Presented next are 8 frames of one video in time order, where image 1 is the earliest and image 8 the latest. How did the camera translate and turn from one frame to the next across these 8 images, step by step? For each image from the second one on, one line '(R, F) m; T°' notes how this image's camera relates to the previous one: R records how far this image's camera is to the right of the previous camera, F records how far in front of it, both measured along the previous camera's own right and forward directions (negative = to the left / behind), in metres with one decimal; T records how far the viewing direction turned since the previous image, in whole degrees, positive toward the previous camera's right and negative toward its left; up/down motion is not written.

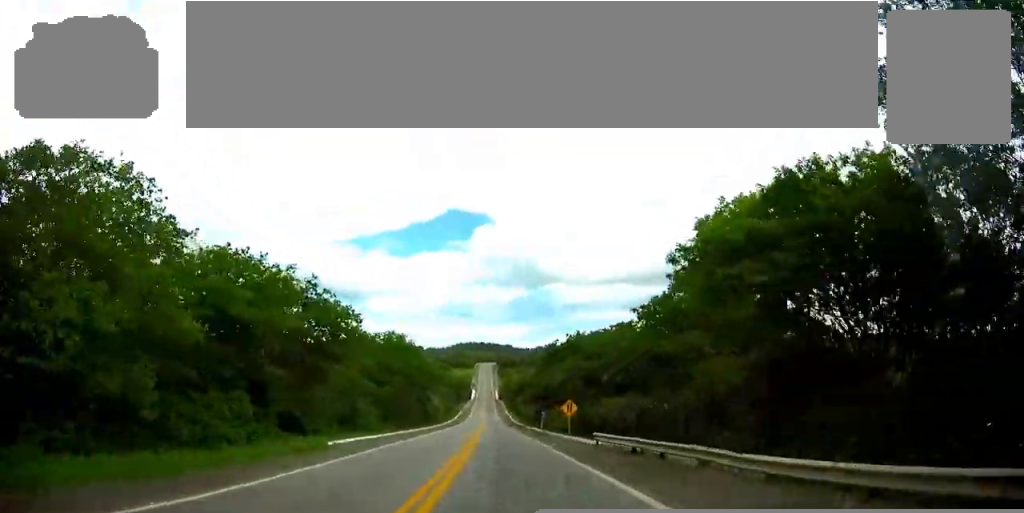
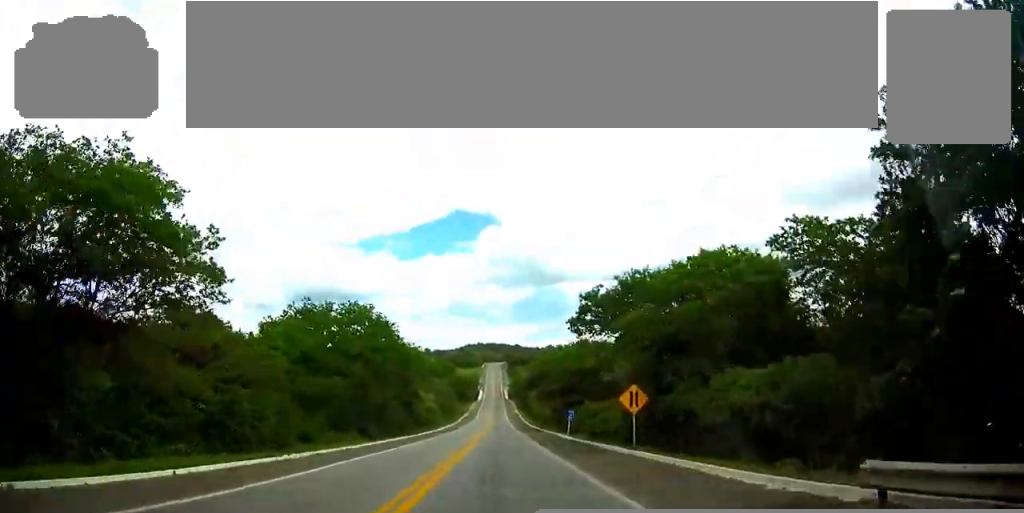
(-0.2, +23.5) m; -1°
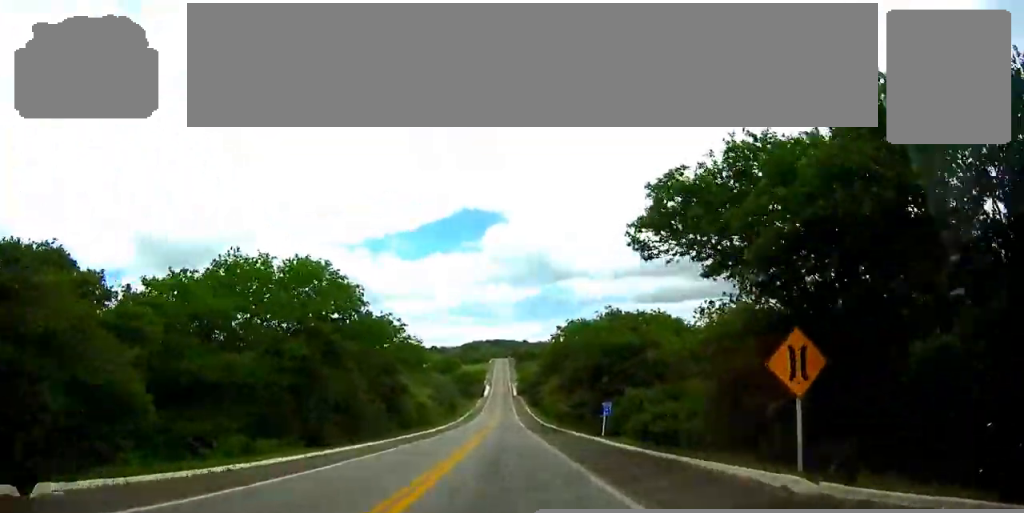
(0.0, +16.1) m; -1°
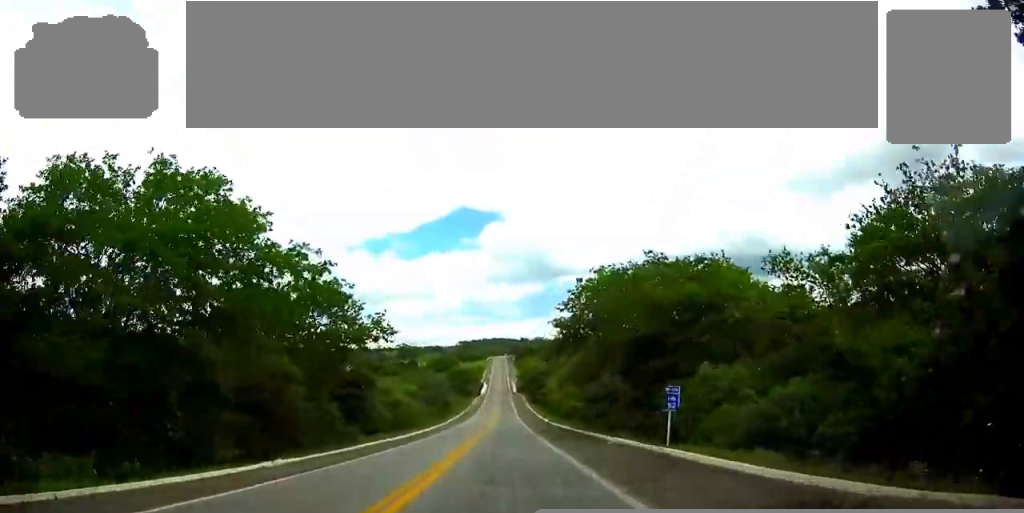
(-0.3, +16.3) m; -1°
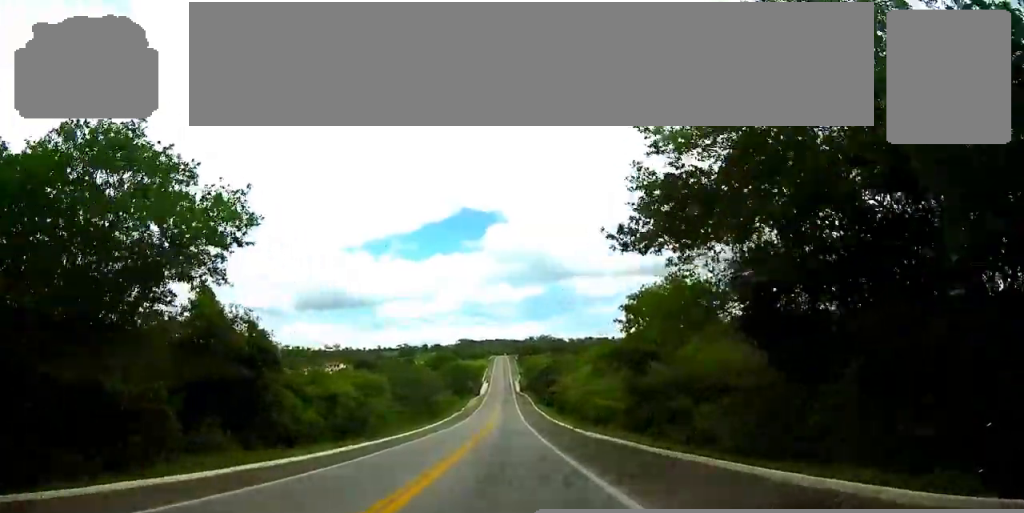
(-0.2, +23.1) m; 0°
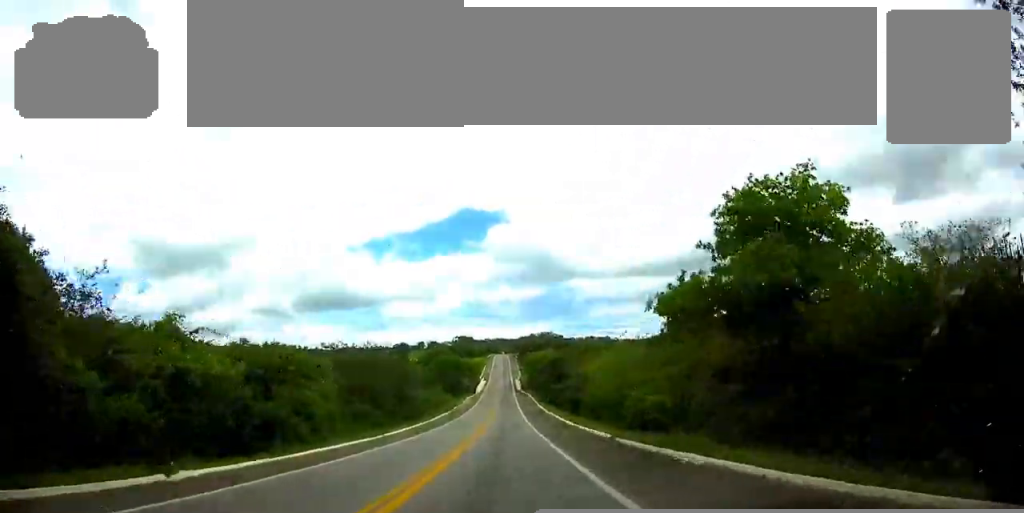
(0.0, +18.4) m; 0°
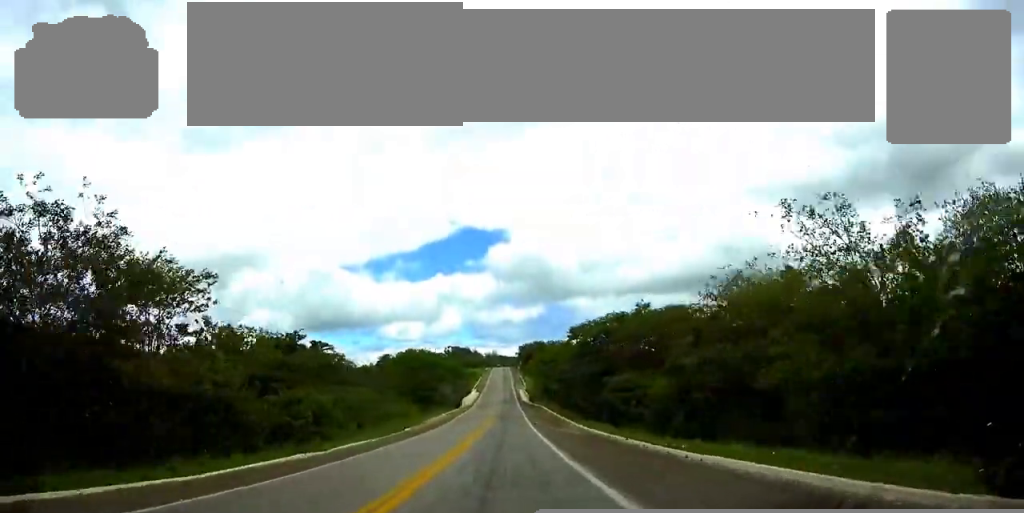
(0.0, +49.7) m; 0°
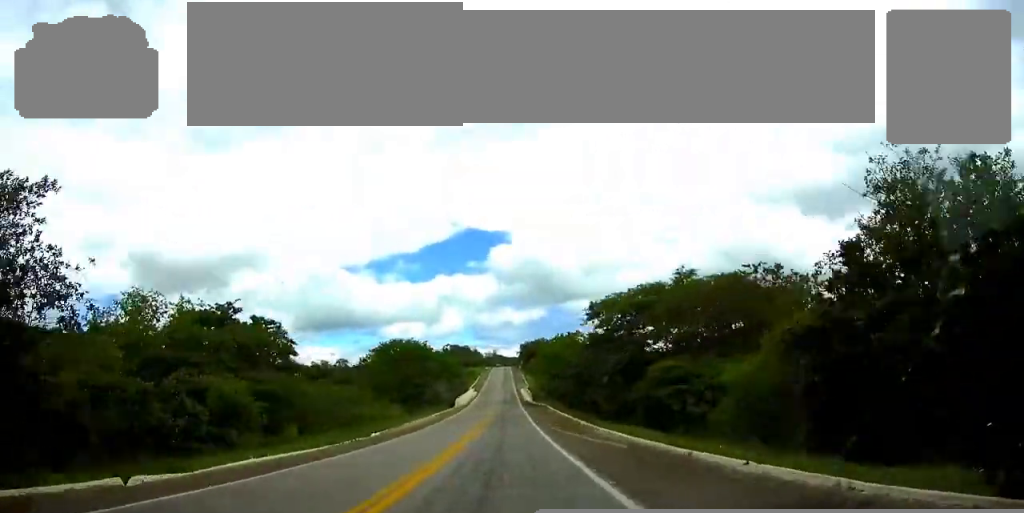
(0.0, +13.7) m; 0°
